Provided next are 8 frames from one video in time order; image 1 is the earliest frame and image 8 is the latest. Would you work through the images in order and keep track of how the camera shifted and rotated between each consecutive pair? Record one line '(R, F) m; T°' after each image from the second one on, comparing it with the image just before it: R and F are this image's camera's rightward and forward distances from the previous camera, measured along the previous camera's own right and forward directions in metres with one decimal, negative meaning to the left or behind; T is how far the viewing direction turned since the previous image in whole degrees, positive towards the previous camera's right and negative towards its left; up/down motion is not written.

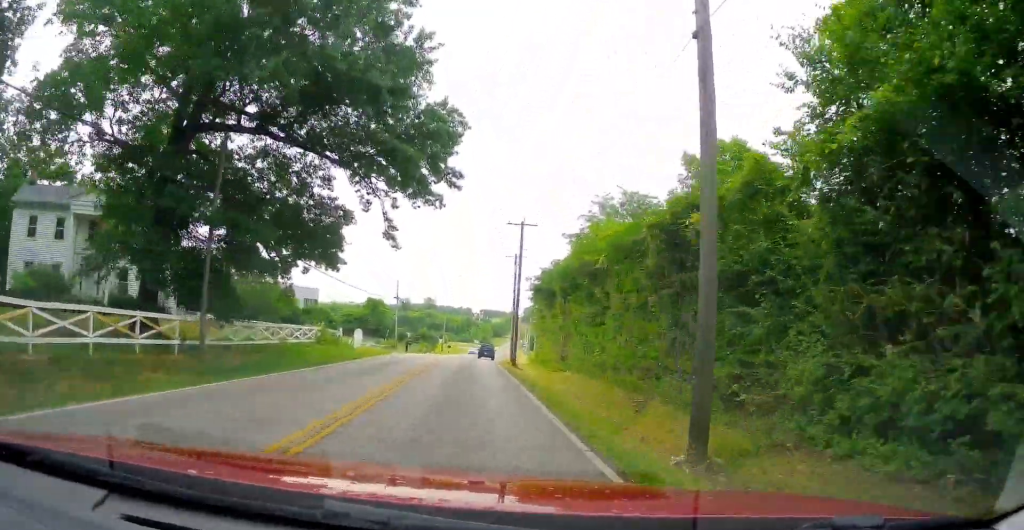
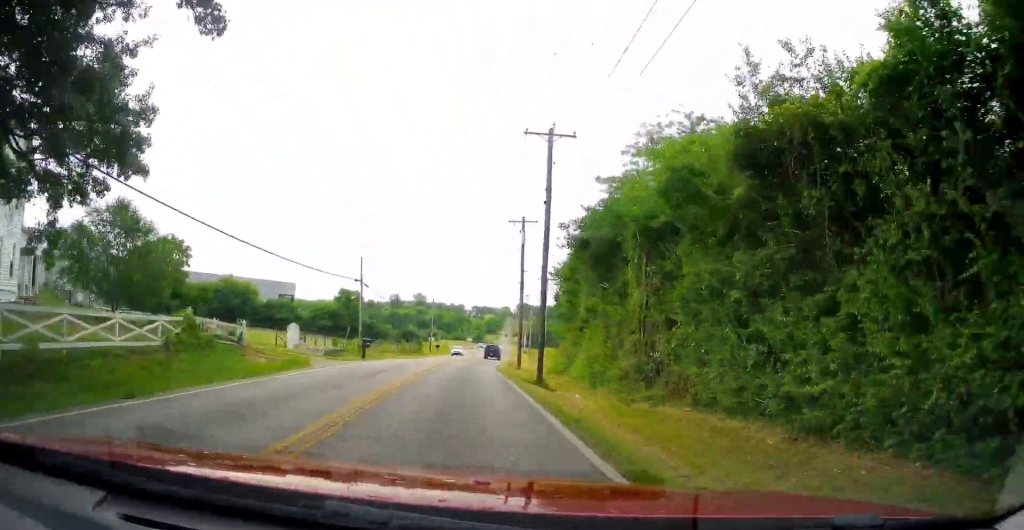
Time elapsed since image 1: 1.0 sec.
(+0.5, +18.5) m; 0°
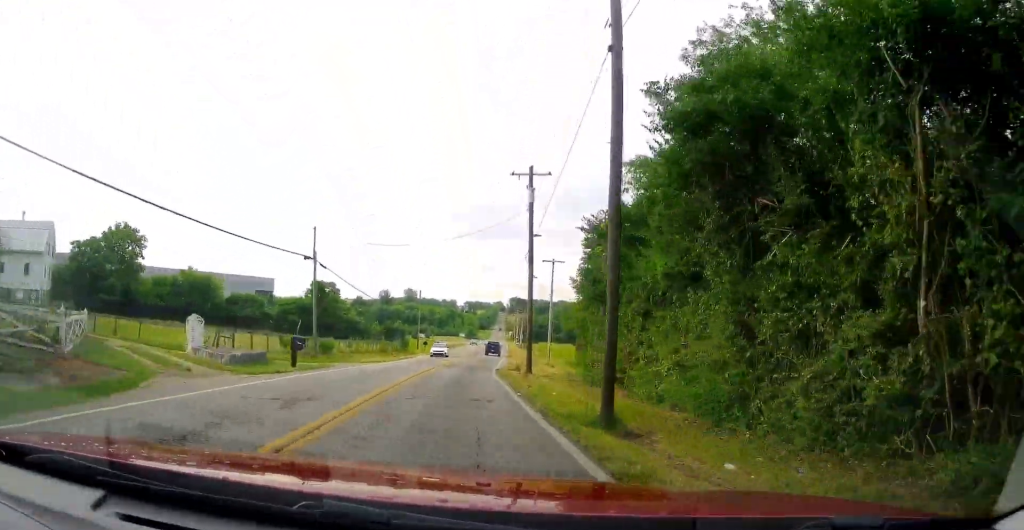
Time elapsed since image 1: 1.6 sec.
(-0.2, +12.9) m; 0°
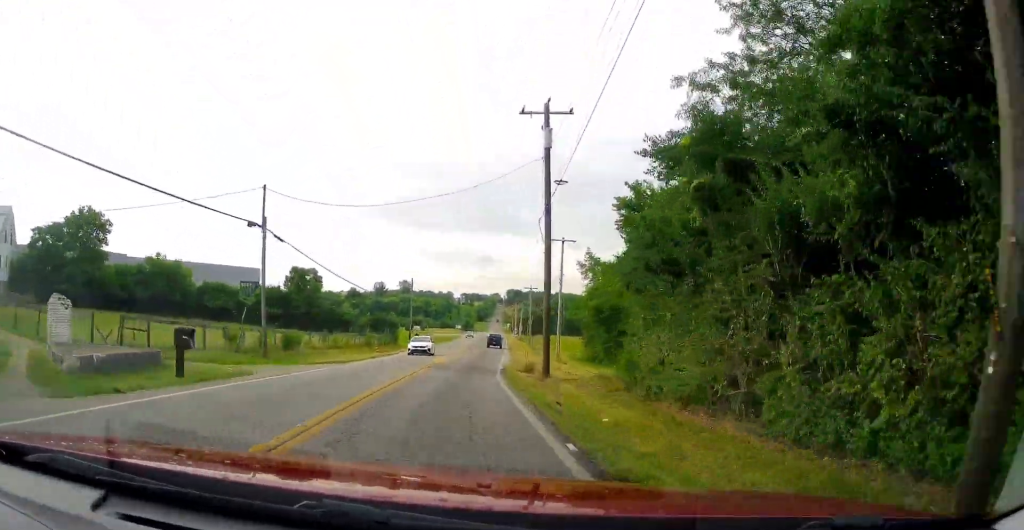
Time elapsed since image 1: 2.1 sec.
(-0.3, +9.1) m; 0°
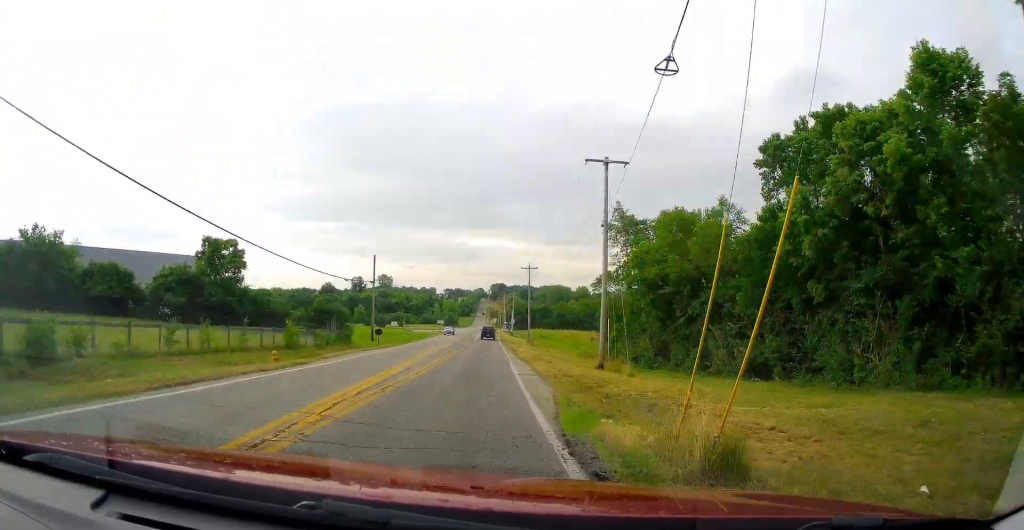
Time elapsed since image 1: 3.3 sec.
(+0.6, +23.6) m; +2°
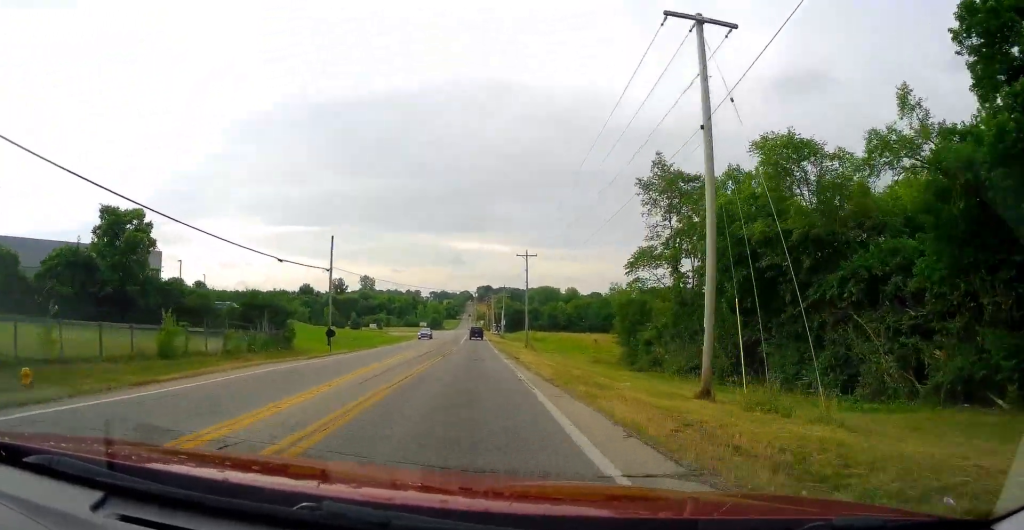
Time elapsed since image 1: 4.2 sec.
(-0.1, +15.8) m; +2°
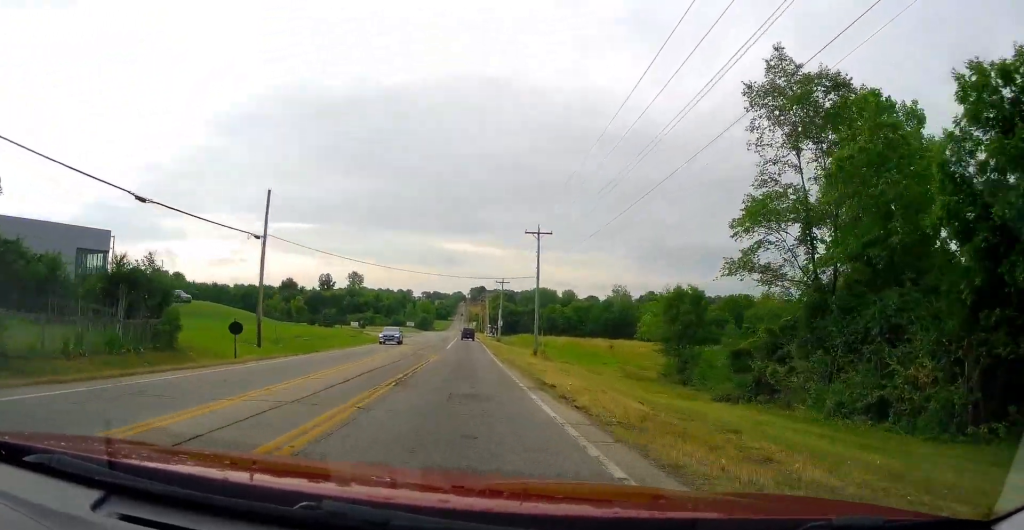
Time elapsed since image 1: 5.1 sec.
(+0.7, +17.7) m; +1°
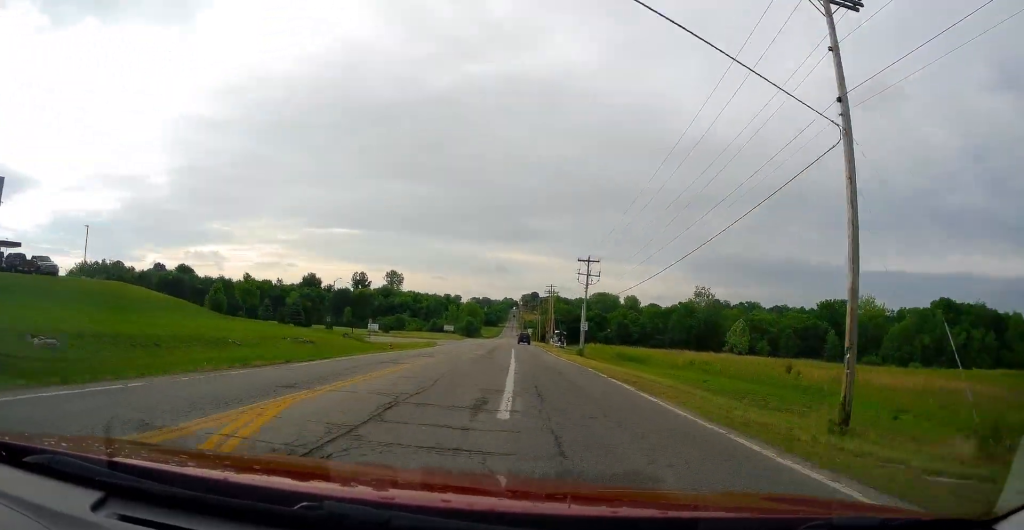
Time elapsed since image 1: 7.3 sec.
(-2.3, +38.4) m; -4°
